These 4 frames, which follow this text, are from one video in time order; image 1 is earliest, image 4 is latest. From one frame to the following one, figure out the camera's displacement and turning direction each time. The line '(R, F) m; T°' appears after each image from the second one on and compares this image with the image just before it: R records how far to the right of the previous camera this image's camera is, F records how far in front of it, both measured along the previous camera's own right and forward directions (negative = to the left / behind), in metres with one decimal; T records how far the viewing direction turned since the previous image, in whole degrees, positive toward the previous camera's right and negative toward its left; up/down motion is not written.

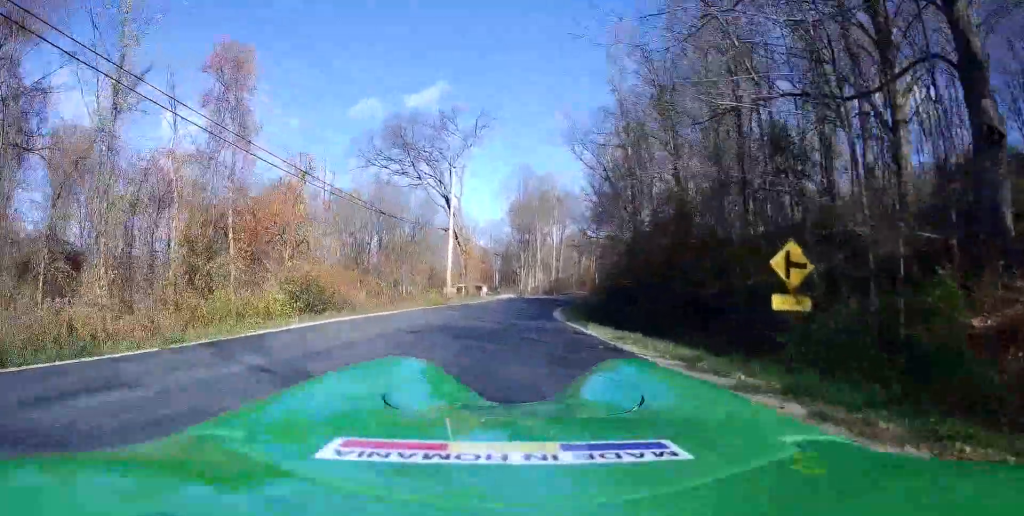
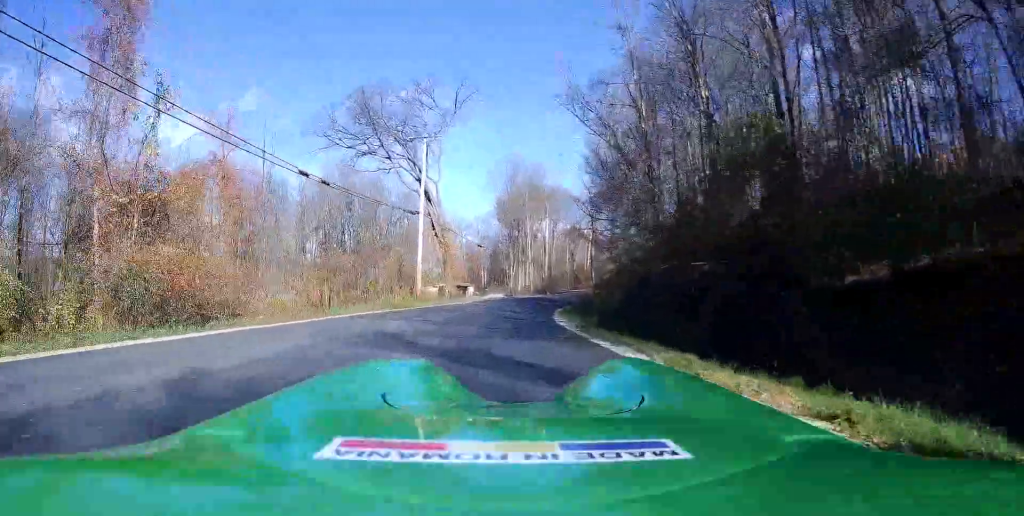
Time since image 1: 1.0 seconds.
(-0.1, +13.3) m; 0°
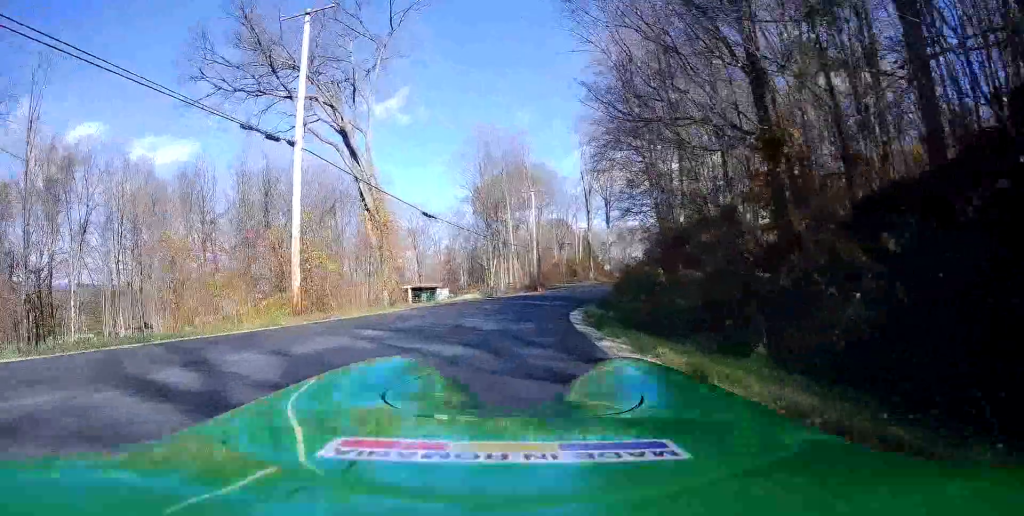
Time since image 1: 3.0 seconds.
(+0.7, +20.5) m; +4°
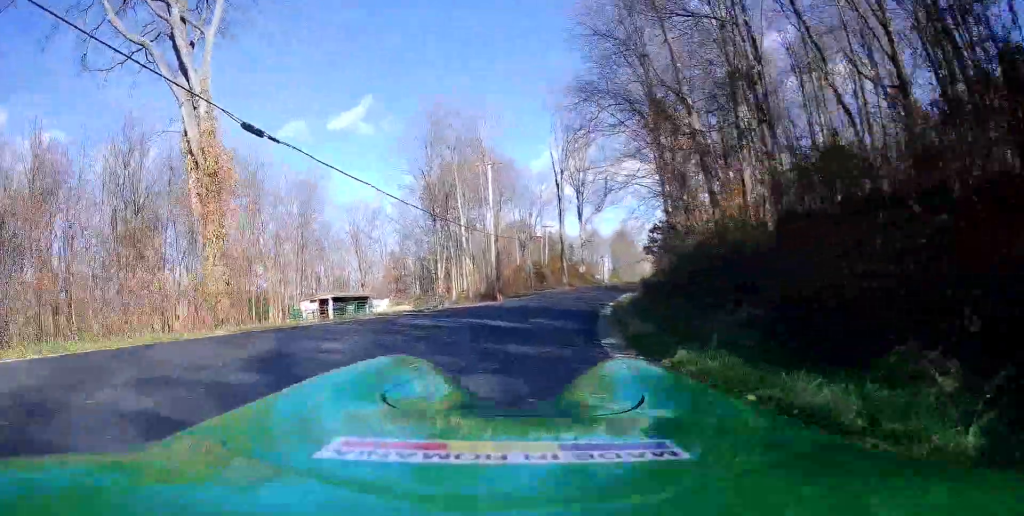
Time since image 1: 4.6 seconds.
(+0.3, +16.8) m; 0°
